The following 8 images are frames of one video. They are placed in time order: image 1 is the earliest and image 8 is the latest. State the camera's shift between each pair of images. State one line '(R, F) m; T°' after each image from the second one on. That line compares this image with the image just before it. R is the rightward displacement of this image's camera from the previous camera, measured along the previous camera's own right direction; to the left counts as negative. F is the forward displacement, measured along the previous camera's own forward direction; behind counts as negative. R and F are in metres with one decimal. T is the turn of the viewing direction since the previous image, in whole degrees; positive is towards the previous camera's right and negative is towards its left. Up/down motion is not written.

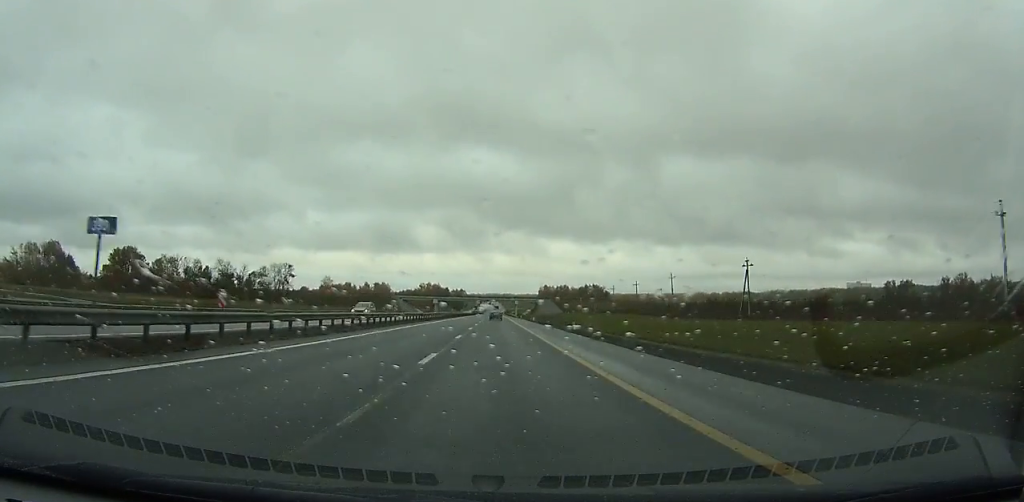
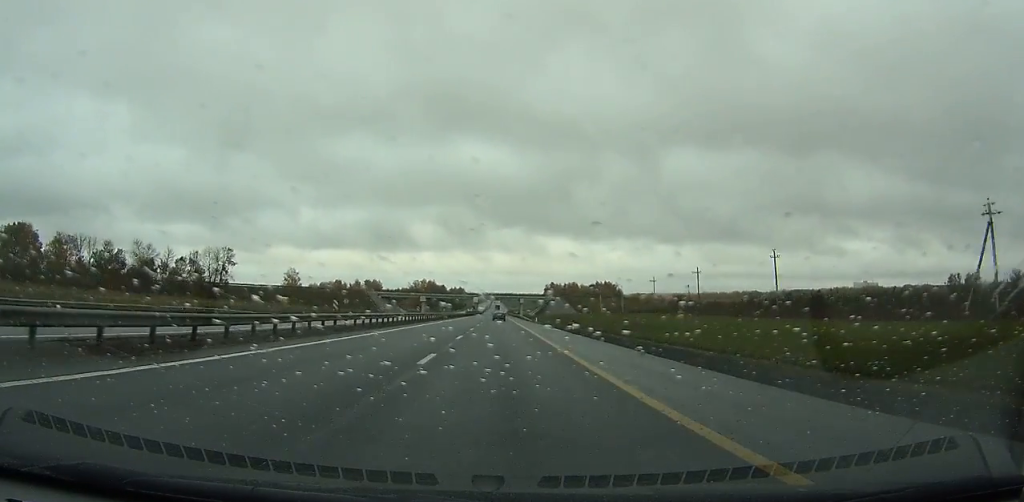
(-0.1, +50.4) m; 0°
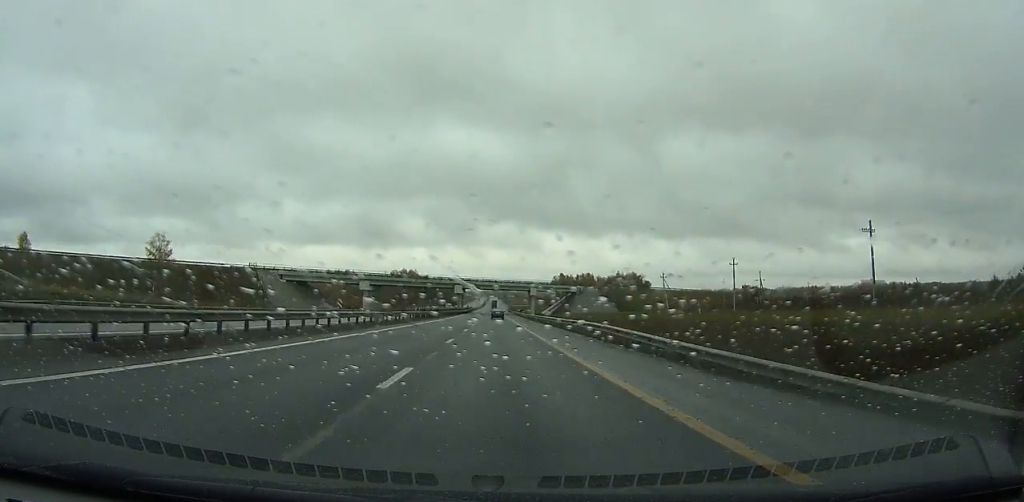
(-0.2, +90.2) m; 0°
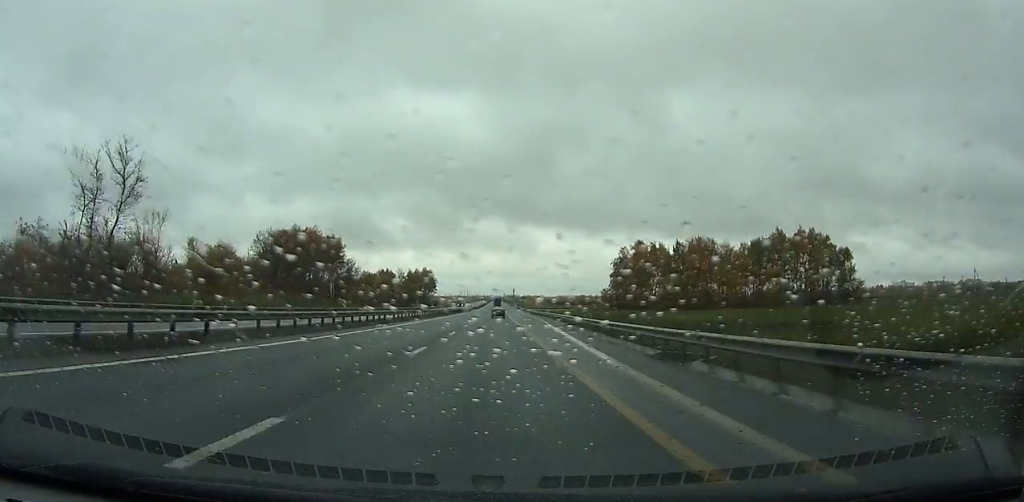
(+0.6, +206.1) m; 0°
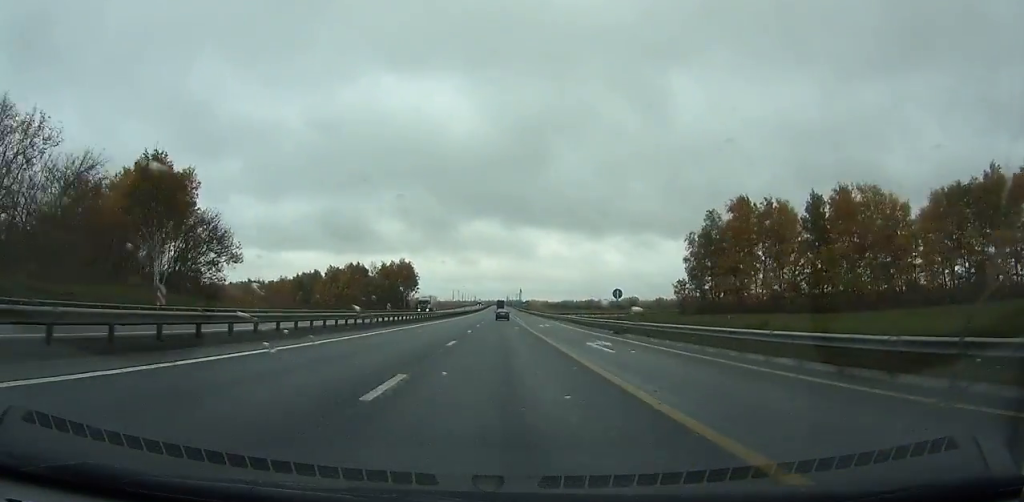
(-0.2, +76.0) m; 0°
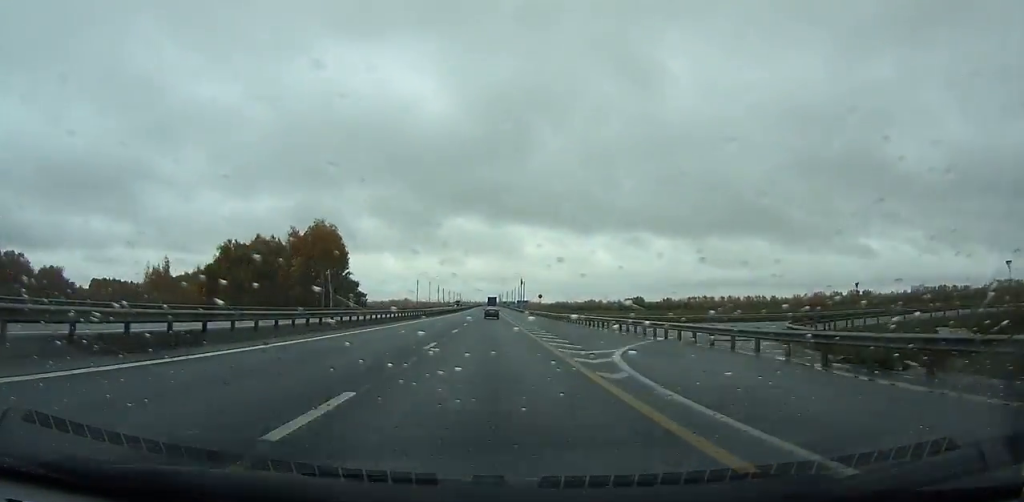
(+0.1, +92.5) m; 0°
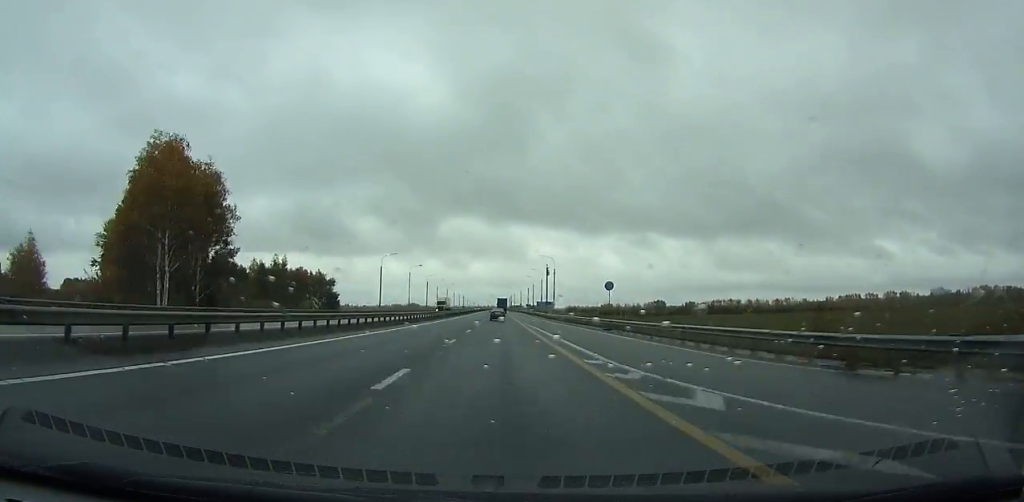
(+0.1, +68.6) m; 0°
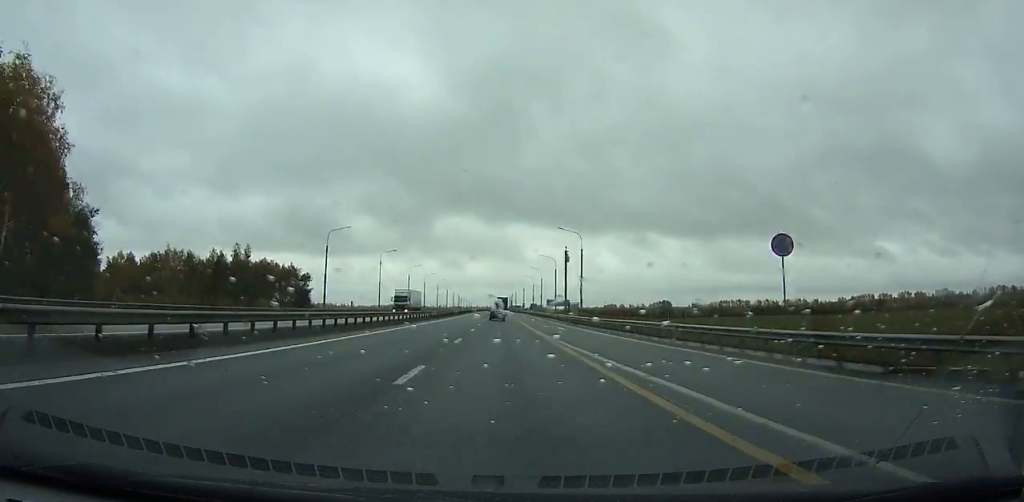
(-0.1, +34.0) m; 0°
